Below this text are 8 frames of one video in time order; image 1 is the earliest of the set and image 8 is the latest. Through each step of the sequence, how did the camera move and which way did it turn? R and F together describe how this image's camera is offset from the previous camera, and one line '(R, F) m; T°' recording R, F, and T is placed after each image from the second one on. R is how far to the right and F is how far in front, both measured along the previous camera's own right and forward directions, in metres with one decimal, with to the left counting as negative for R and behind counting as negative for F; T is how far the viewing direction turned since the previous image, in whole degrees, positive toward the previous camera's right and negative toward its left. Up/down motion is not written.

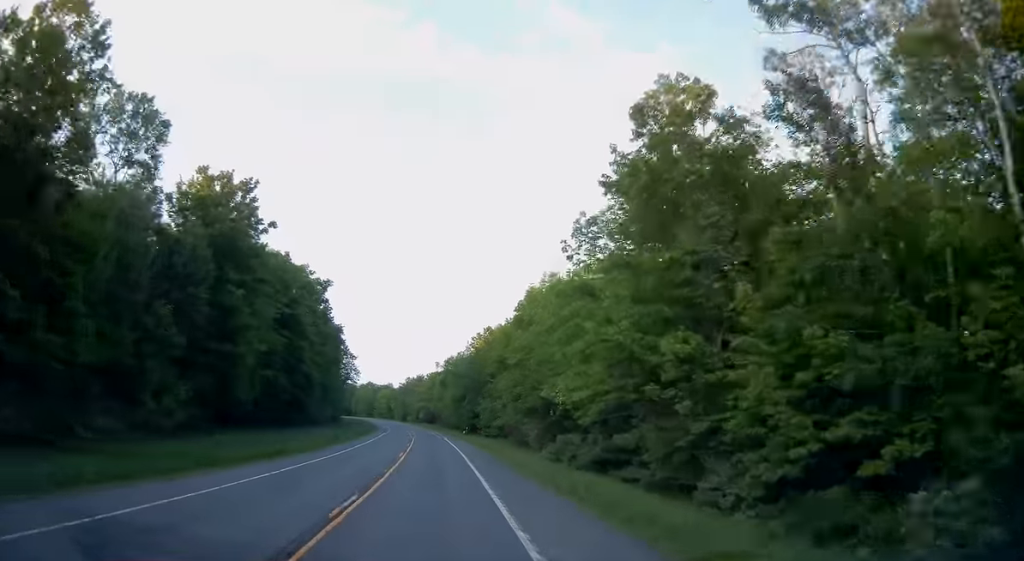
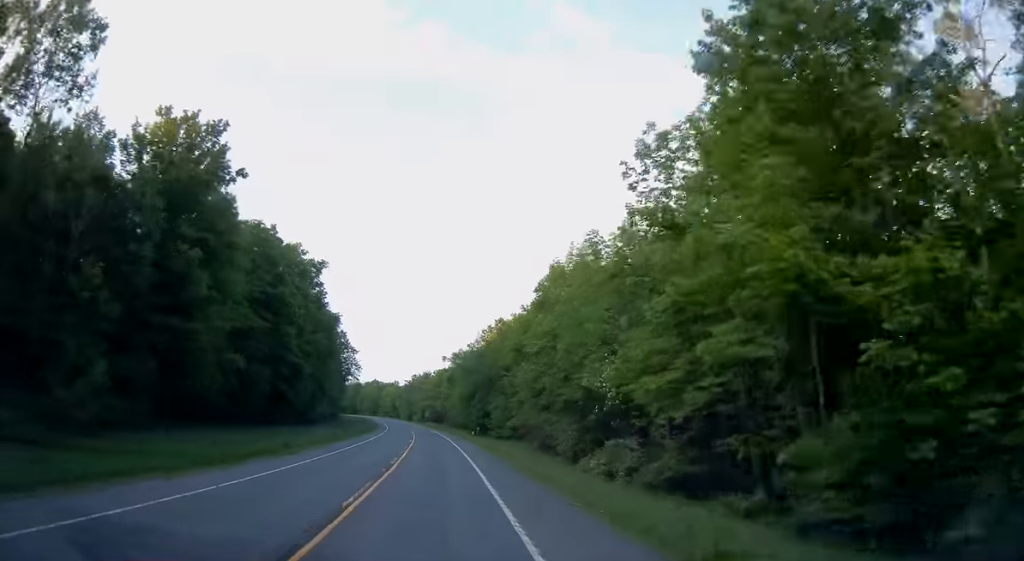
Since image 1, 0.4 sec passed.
(-0.1, +10.6) m; -1°
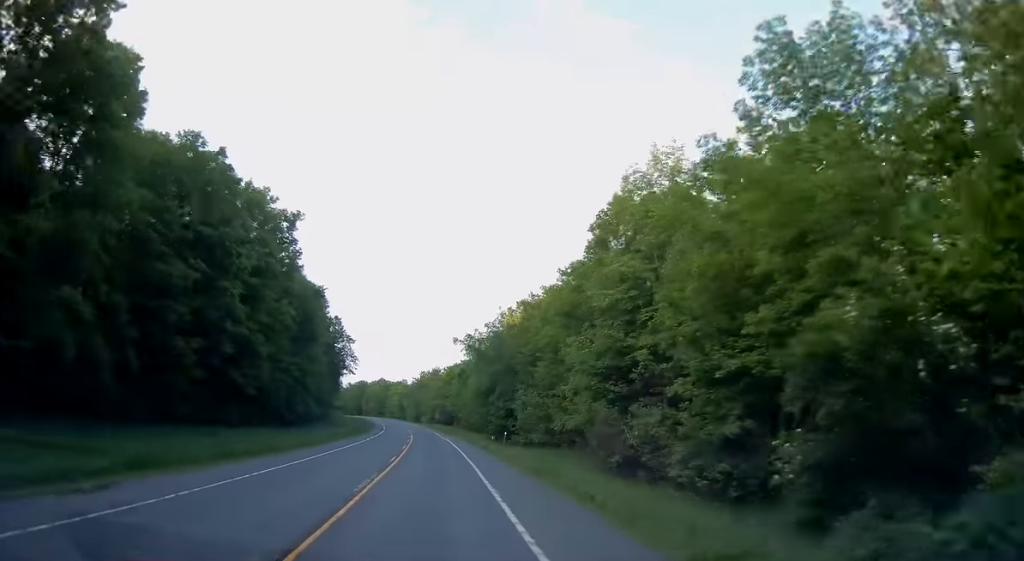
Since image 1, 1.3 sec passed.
(-0.2, +21.2) m; -1°
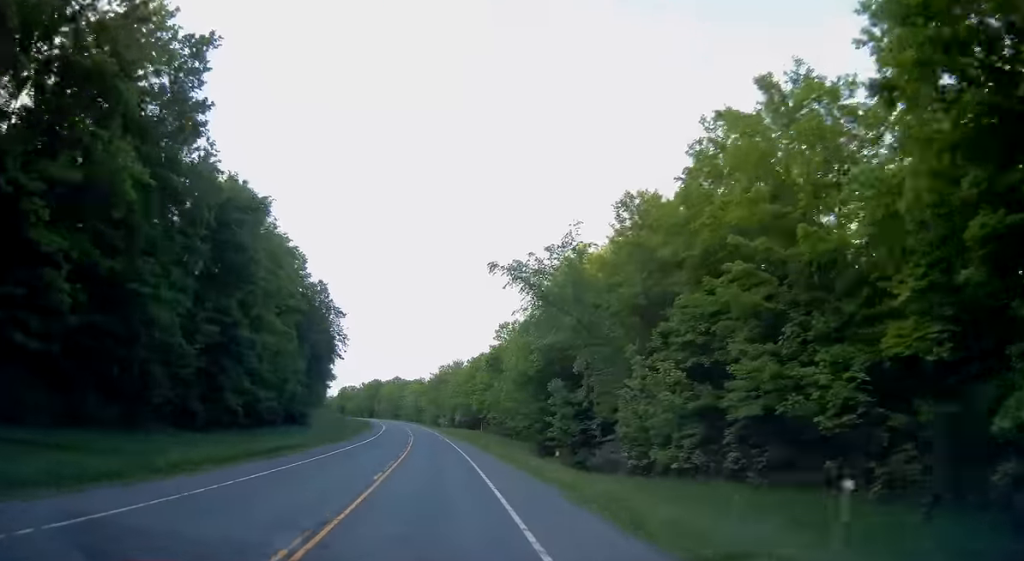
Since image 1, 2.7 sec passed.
(-0.8, +34.2) m; -2°
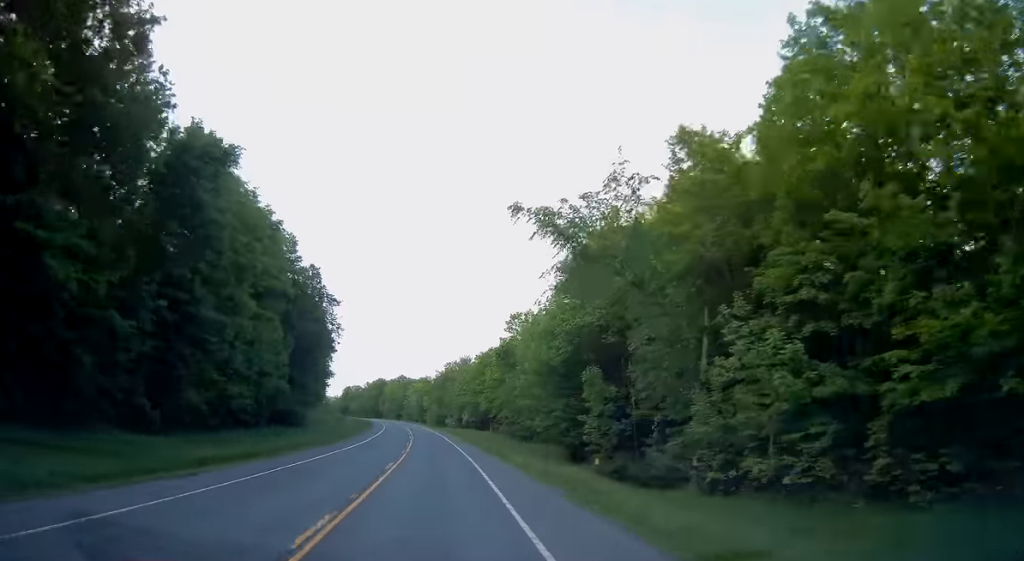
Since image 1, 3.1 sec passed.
(+0.1, +9.8) m; 0°
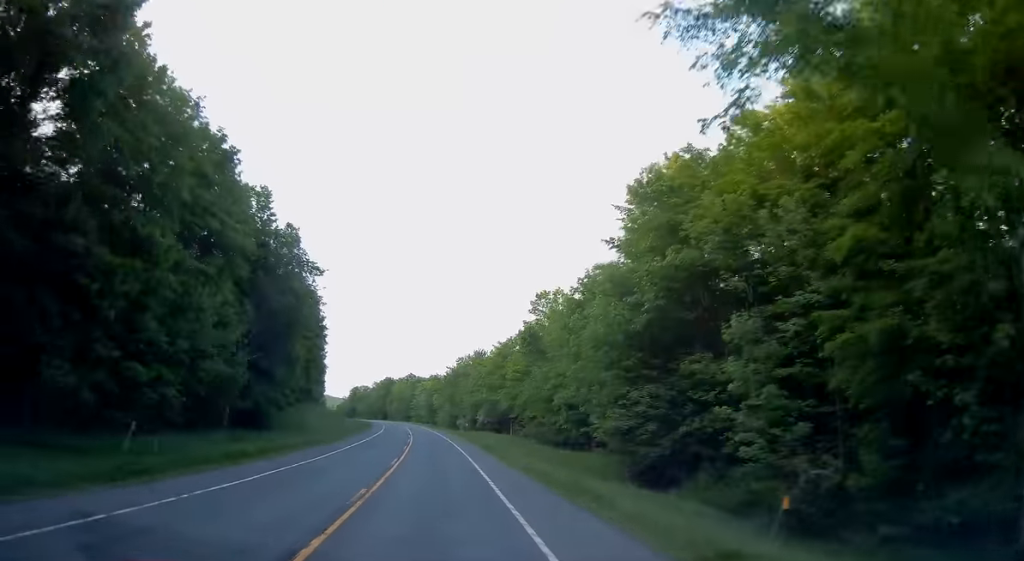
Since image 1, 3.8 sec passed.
(+0.1, +18.0) m; -1°
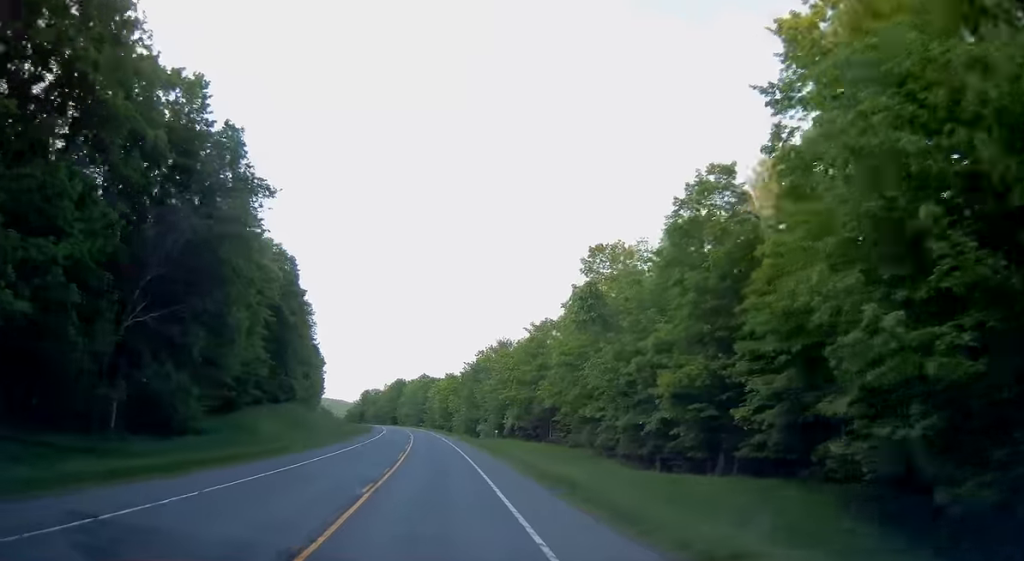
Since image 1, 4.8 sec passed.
(-0.7, +24.5) m; -2°
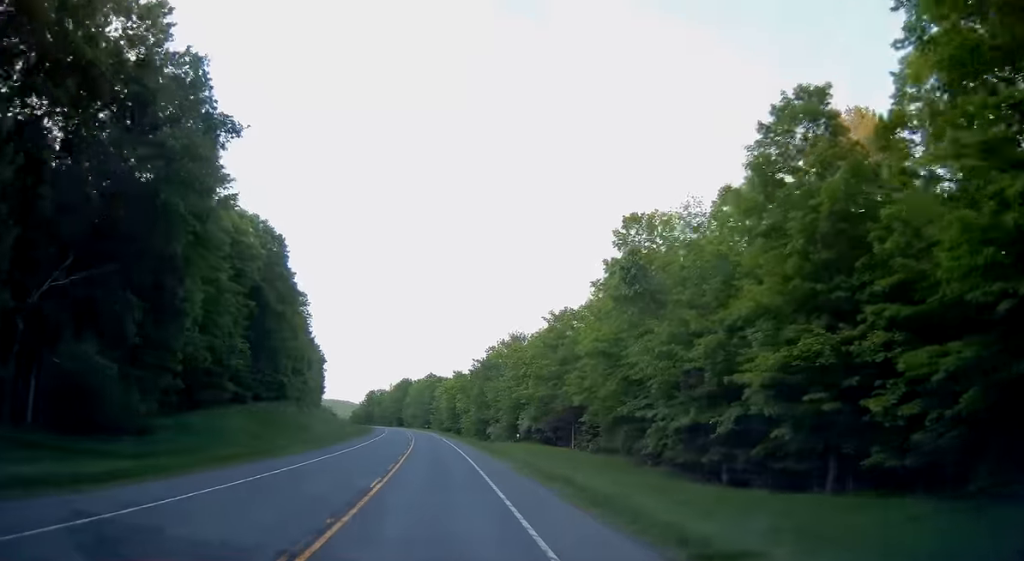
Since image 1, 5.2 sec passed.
(-0.1, +9.8) m; -1°
